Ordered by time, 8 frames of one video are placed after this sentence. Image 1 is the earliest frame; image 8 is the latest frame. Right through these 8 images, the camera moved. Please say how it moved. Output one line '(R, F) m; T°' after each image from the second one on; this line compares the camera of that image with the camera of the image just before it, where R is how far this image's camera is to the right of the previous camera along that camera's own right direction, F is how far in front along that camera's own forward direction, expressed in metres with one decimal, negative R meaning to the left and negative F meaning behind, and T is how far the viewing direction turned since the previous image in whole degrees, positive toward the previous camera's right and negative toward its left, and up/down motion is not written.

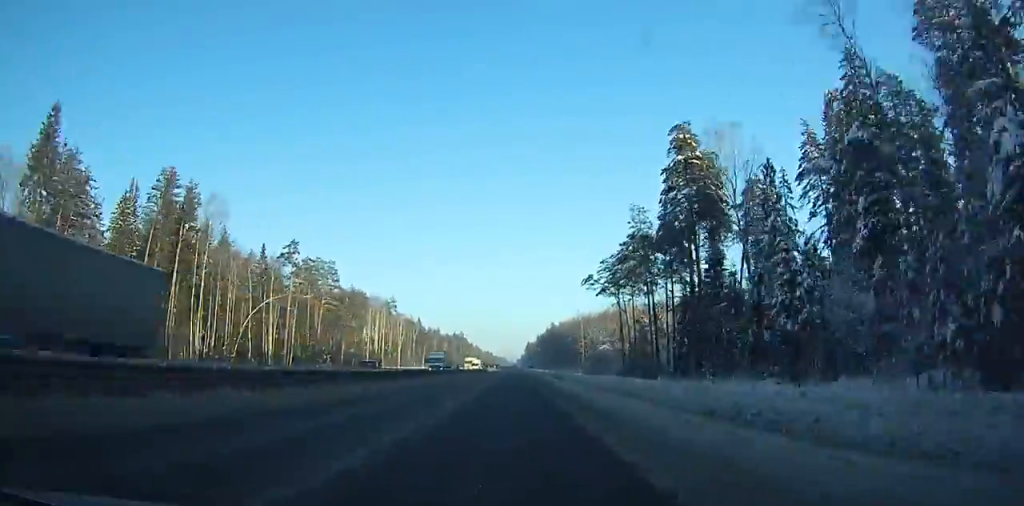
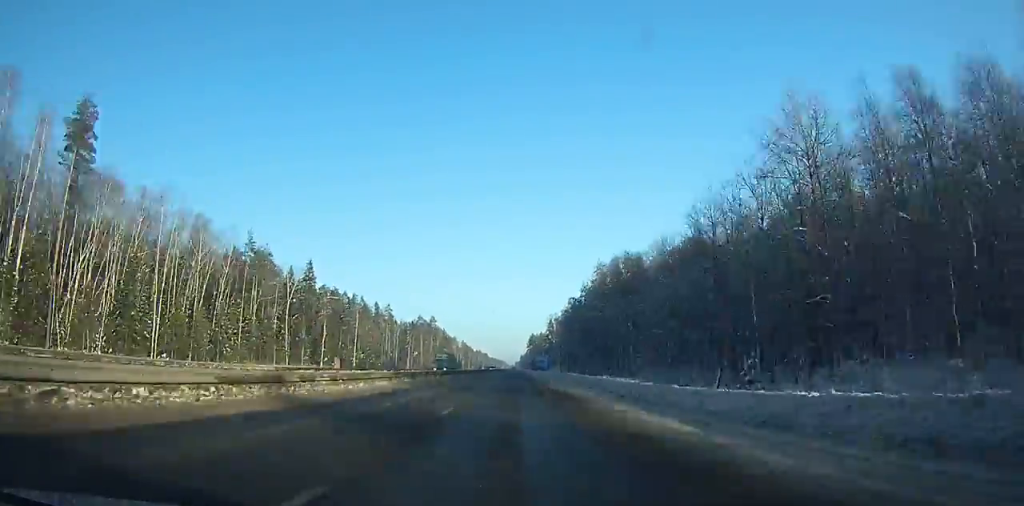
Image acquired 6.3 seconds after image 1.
(+0.3, +186.5) m; 0°
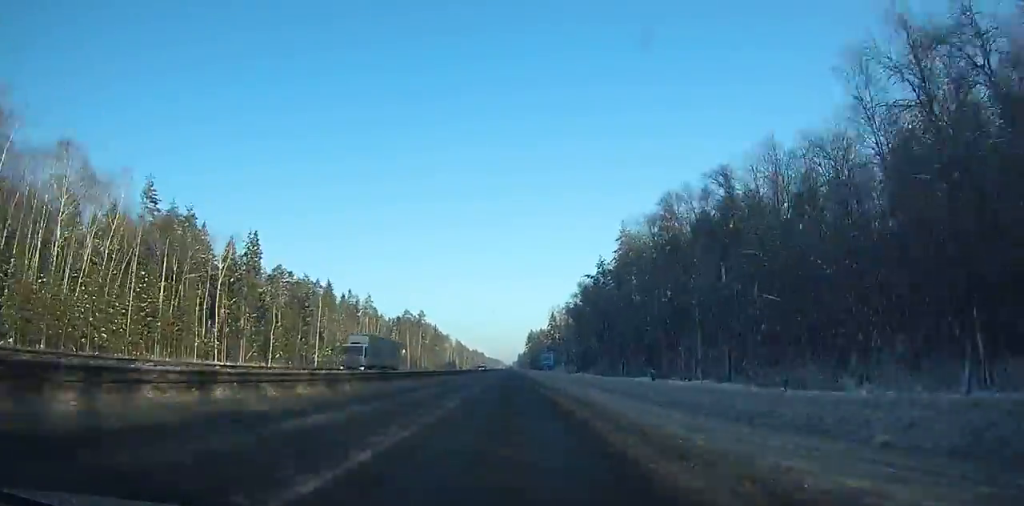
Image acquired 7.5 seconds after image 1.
(+0.1, +35.5) m; 0°
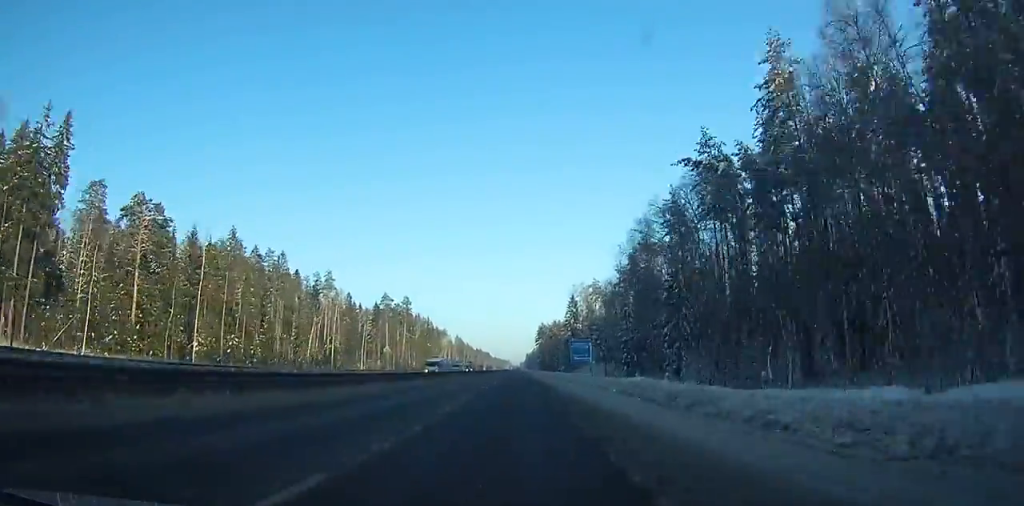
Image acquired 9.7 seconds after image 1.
(-0.3, +62.1) m; 0°
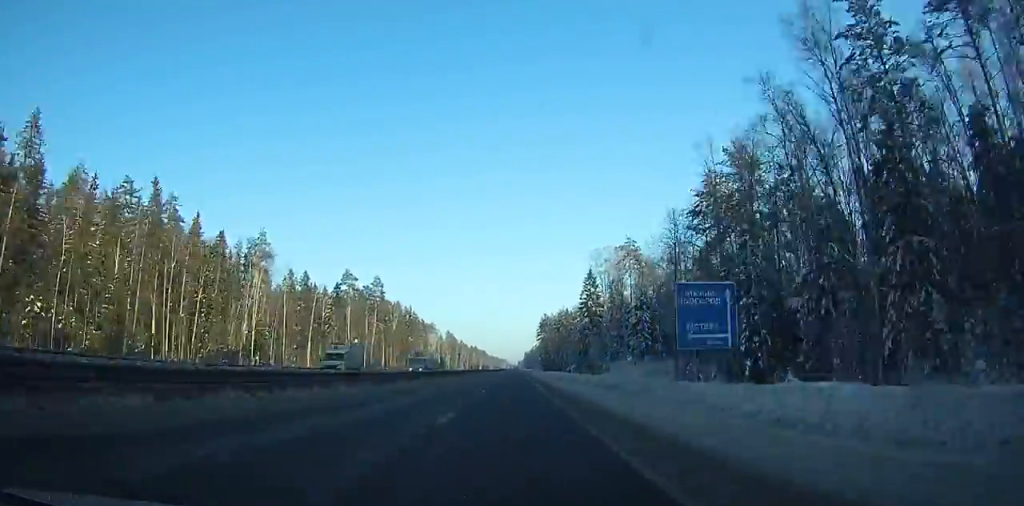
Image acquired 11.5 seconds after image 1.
(+0.1, +49.3) m; 0°
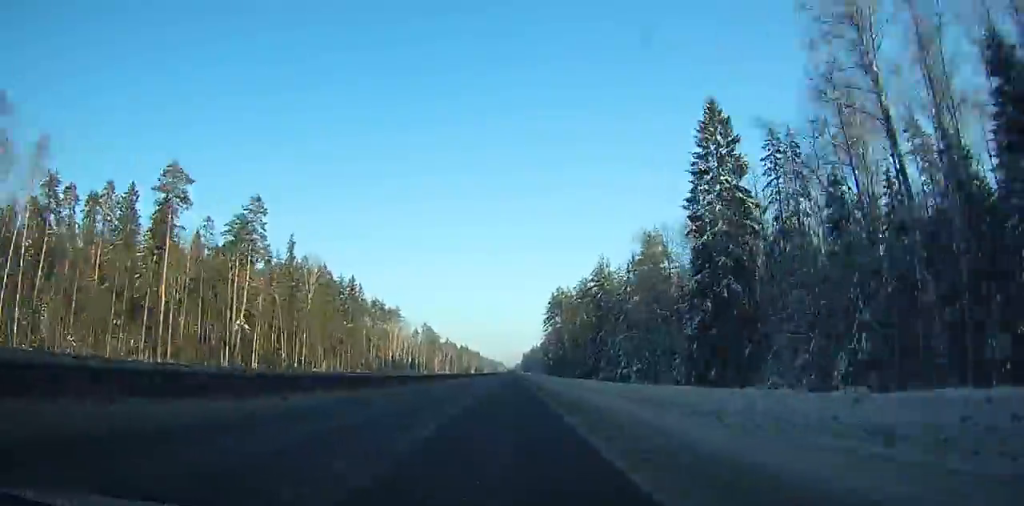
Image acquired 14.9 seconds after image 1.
(+0.1, +89.4) m; 0°
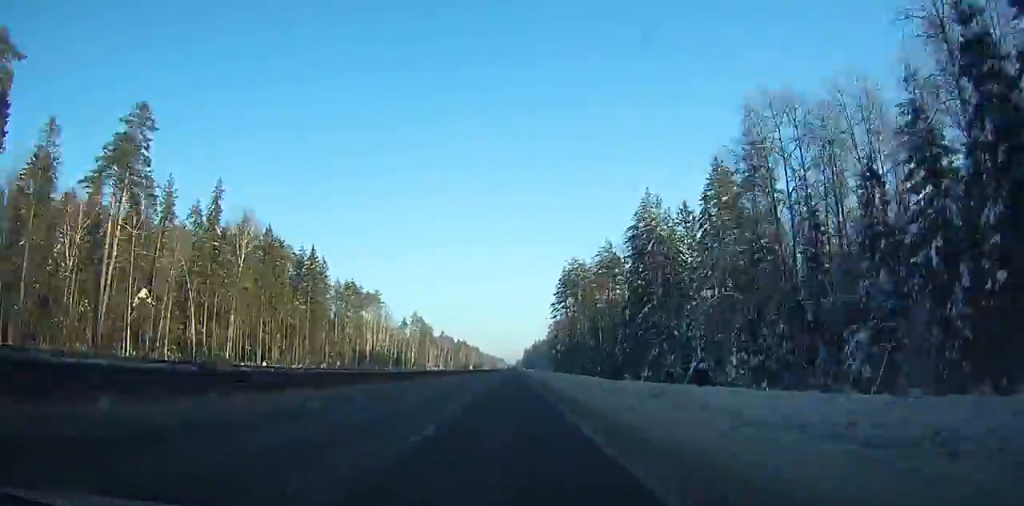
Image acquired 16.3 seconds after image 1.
(-0.3, +36.1) m; 0°
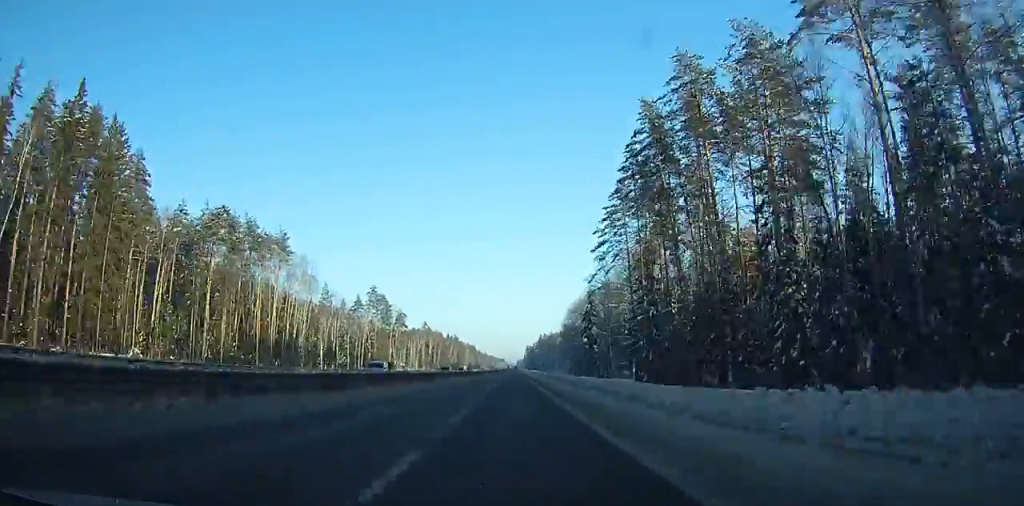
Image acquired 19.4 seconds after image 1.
(+0.2, +82.6) m; 0°
